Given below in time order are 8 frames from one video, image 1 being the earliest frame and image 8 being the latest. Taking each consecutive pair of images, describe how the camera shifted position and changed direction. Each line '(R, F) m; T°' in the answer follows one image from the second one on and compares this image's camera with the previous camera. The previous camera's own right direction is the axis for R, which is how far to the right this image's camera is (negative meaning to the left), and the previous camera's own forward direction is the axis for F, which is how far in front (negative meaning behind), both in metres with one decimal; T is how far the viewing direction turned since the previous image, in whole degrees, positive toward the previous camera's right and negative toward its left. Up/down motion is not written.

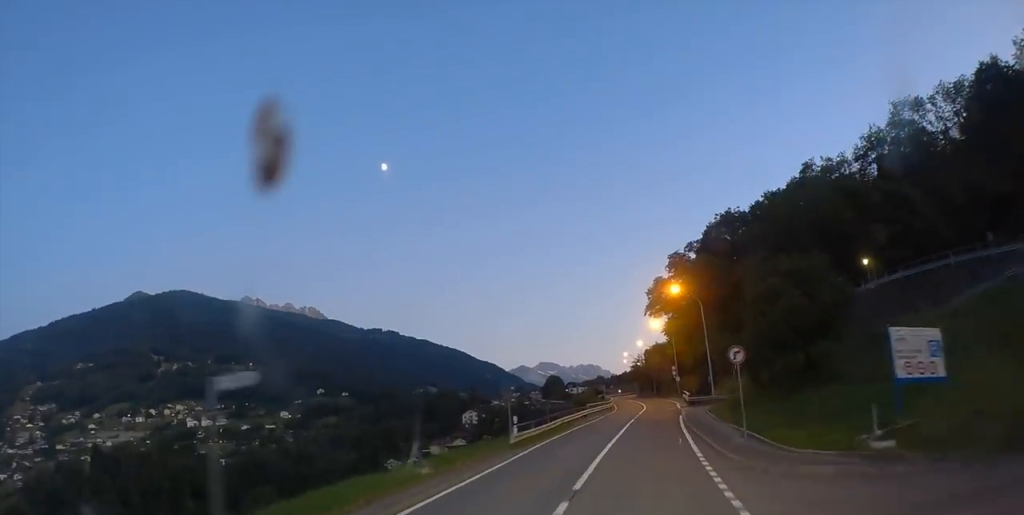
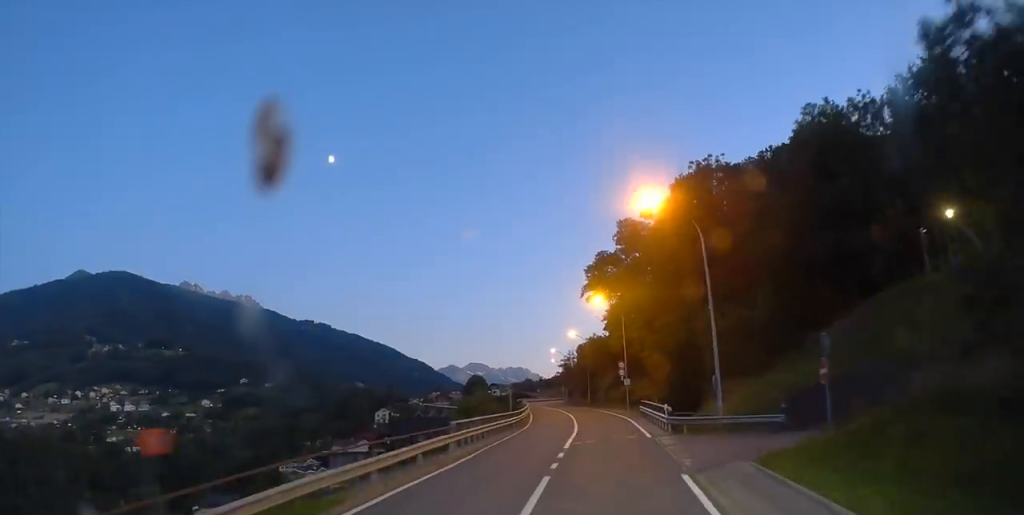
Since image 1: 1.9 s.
(+1.5, +27.0) m; +4°
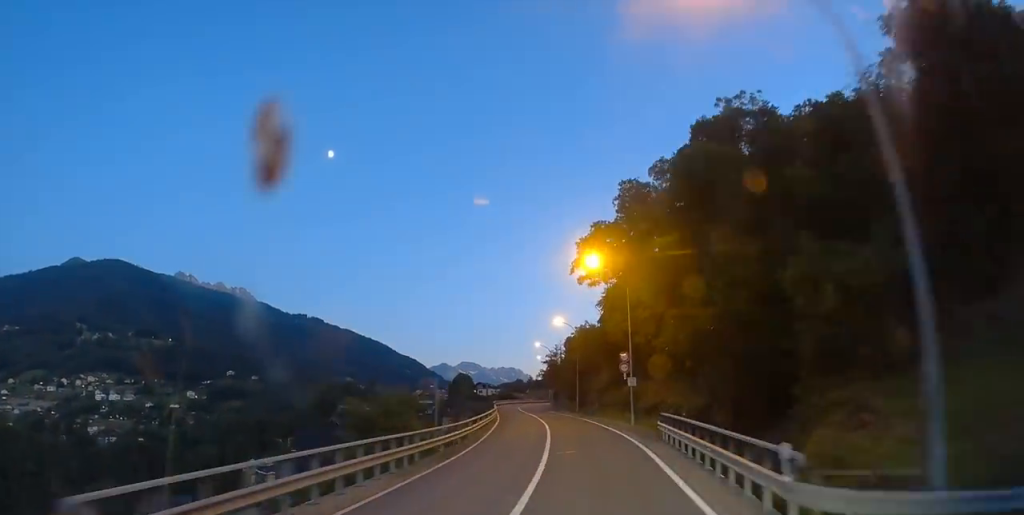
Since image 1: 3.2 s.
(+0.3, +17.3) m; +1°
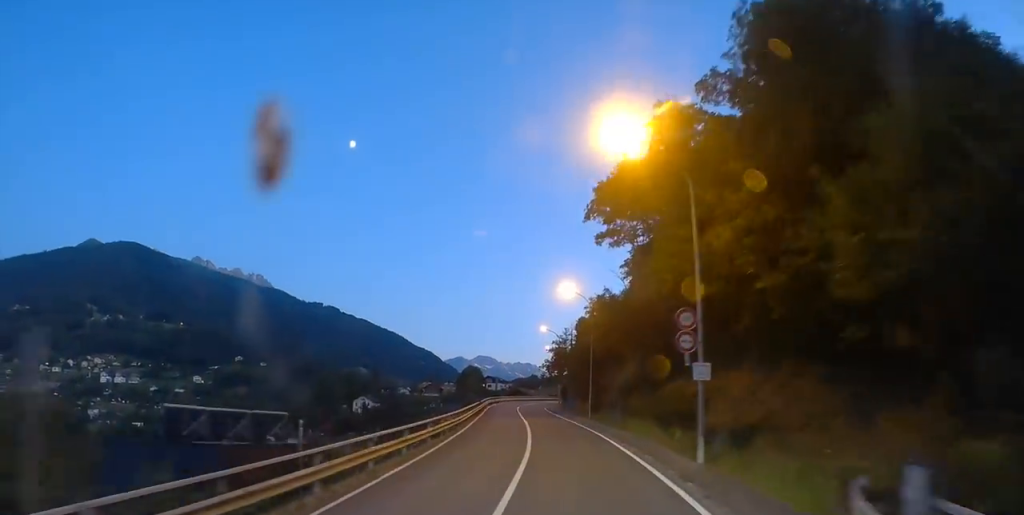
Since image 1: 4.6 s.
(+0.2, +20.2) m; -1°
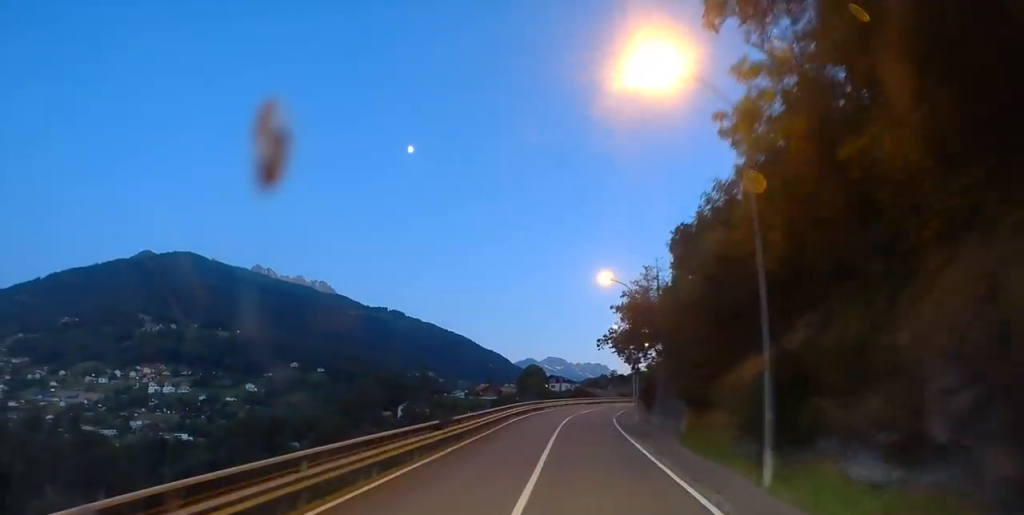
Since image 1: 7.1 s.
(-0.8, +36.1) m; -4°
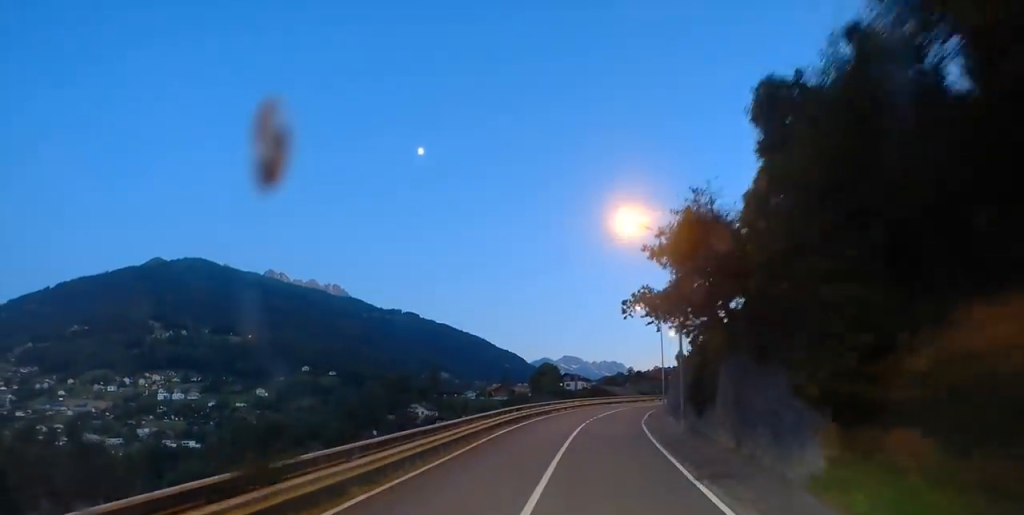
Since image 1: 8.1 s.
(-0.3, +14.6) m; -1°
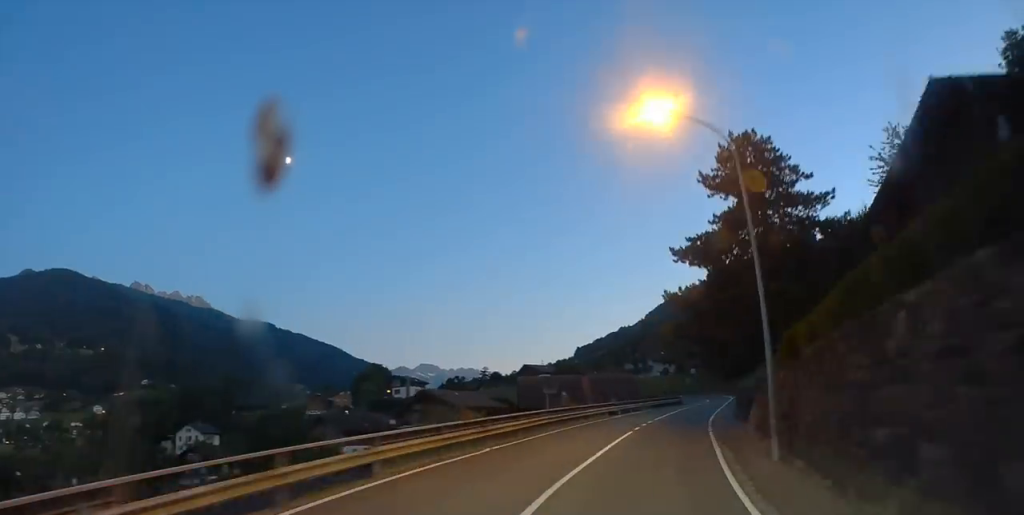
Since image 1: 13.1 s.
(+3.5, +73.1) m; +13°
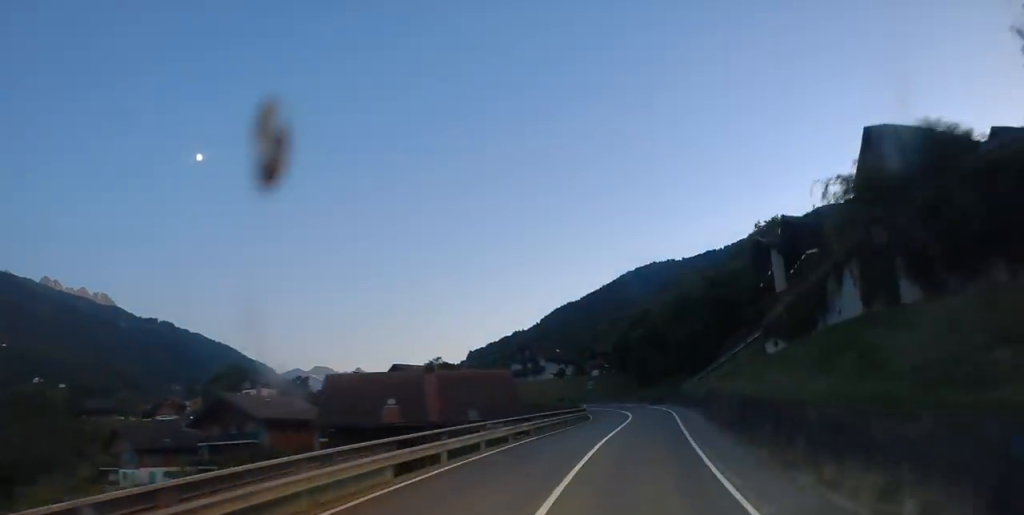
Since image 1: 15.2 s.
(+2.6, +29.9) m; +10°
